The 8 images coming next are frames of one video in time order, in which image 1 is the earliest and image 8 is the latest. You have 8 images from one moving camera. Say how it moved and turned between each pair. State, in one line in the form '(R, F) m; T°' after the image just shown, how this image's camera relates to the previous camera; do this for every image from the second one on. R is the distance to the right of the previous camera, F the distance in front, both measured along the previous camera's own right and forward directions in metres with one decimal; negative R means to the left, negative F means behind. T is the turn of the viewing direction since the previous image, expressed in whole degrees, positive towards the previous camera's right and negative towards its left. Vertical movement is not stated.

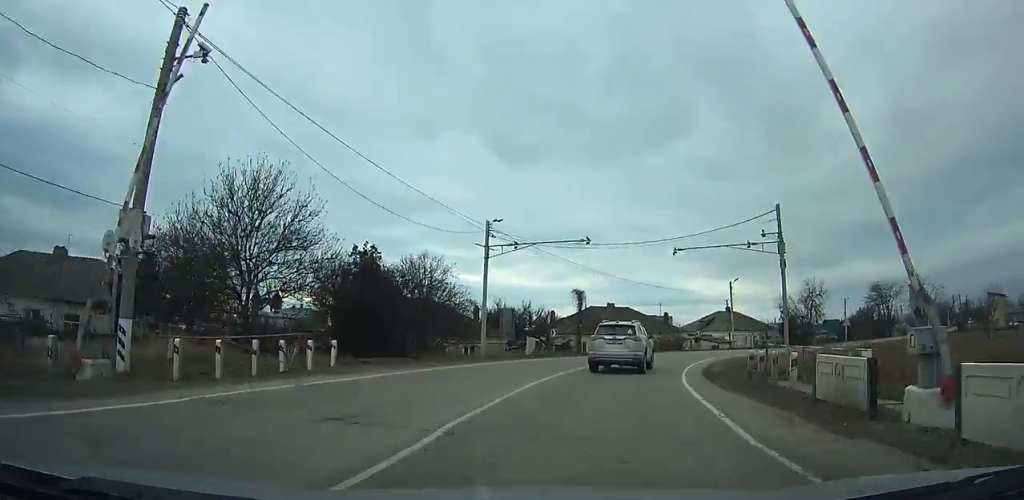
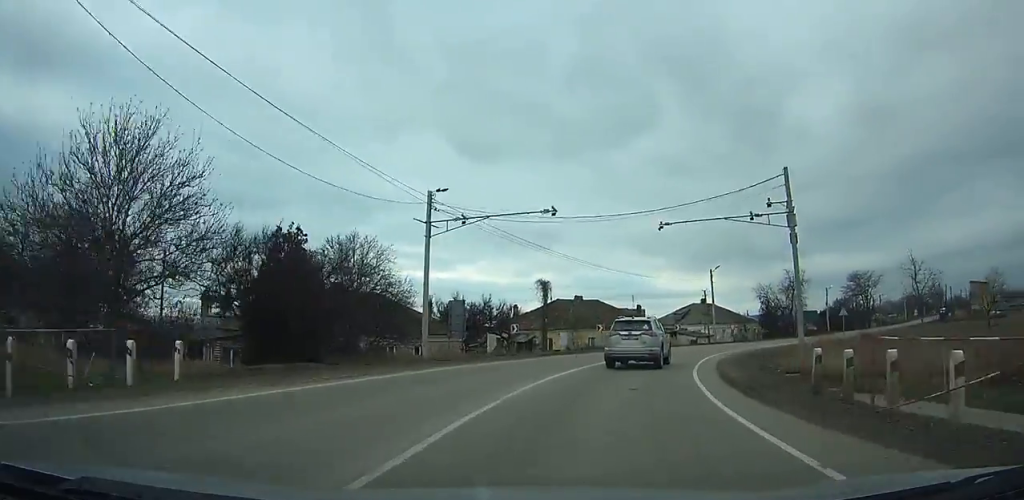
(+0.1, +6.5) m; +5°
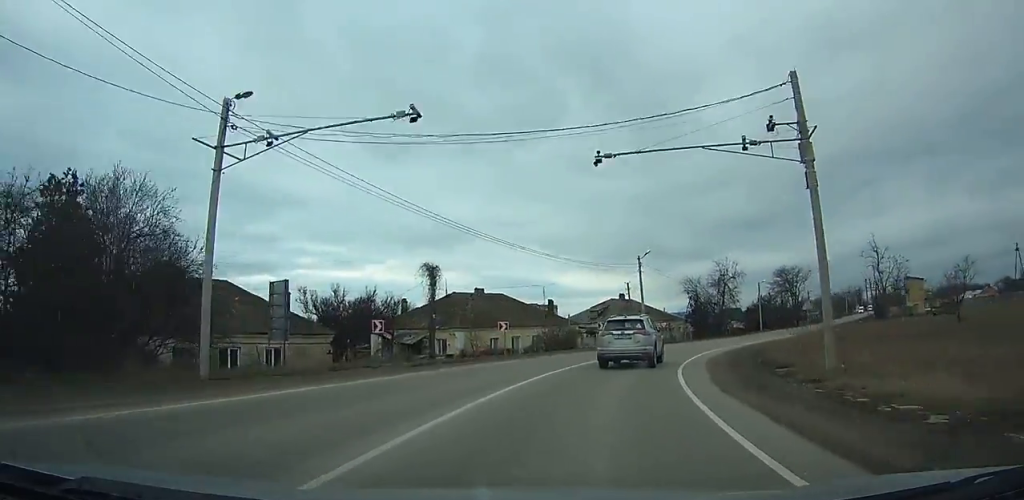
(+0.5, +11.0) m; +9°
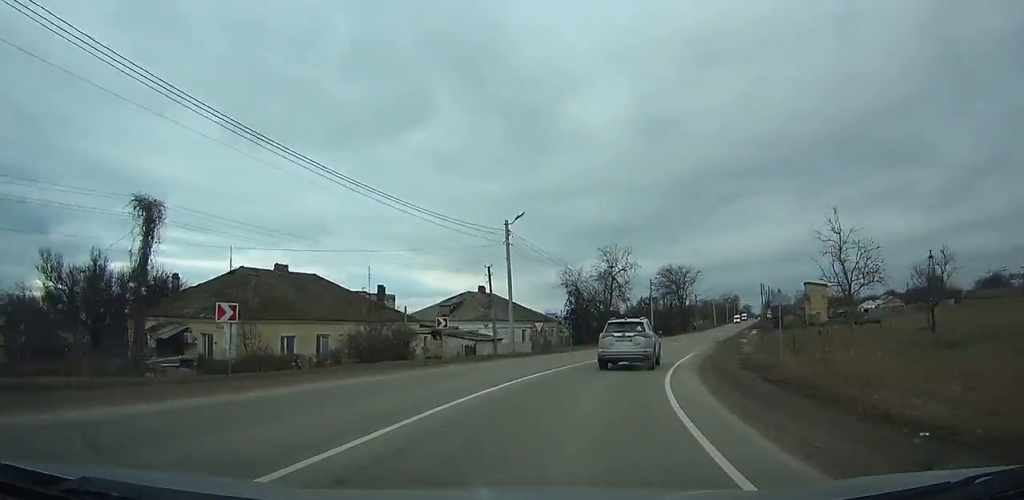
(+2.2, +17.6) m; +13°
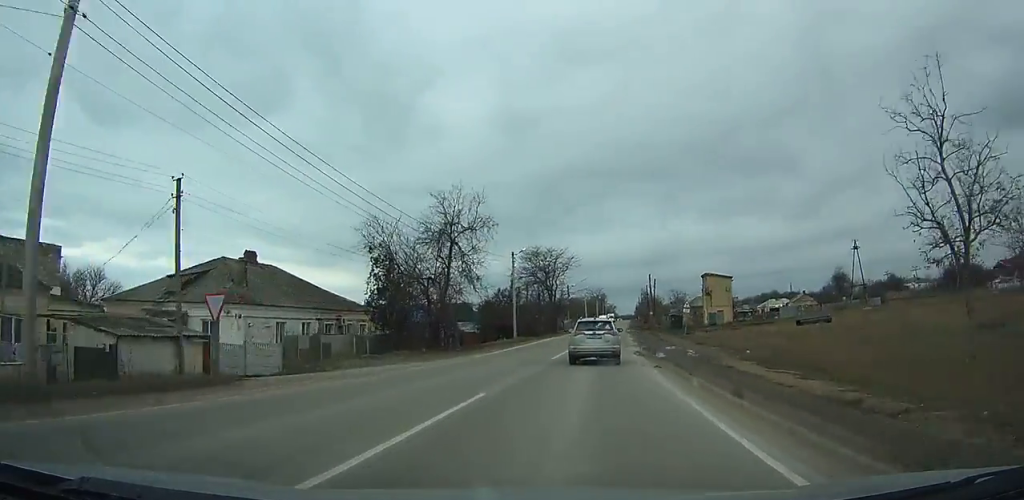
(+3.1, +25.3) m; +11°
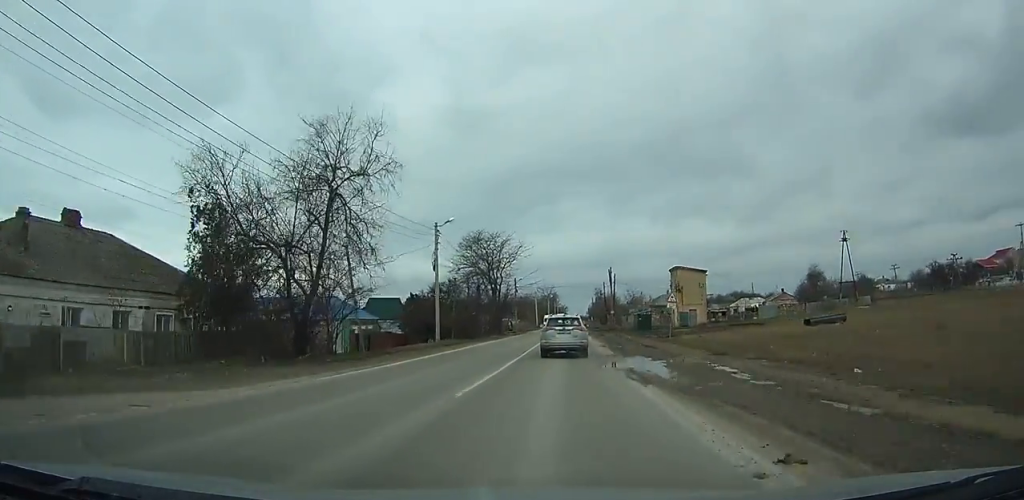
(+0.5, +14.3) m; +3°
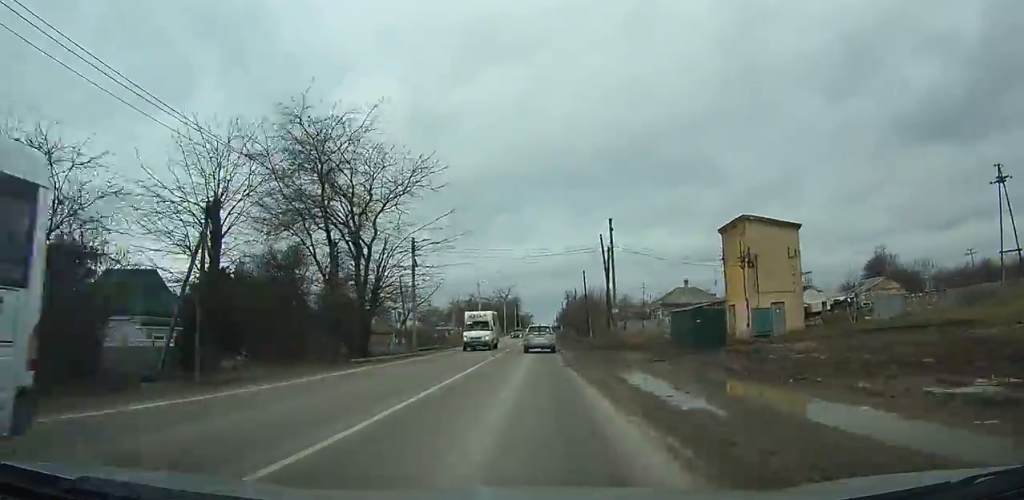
(+1.7, +46.2) m; +1°
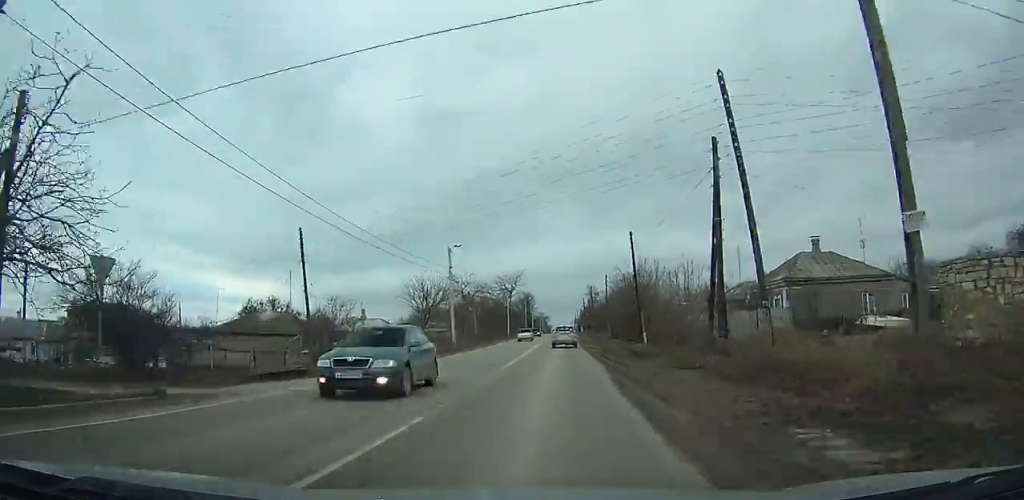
(-0.4, +35.1) m; 0°
